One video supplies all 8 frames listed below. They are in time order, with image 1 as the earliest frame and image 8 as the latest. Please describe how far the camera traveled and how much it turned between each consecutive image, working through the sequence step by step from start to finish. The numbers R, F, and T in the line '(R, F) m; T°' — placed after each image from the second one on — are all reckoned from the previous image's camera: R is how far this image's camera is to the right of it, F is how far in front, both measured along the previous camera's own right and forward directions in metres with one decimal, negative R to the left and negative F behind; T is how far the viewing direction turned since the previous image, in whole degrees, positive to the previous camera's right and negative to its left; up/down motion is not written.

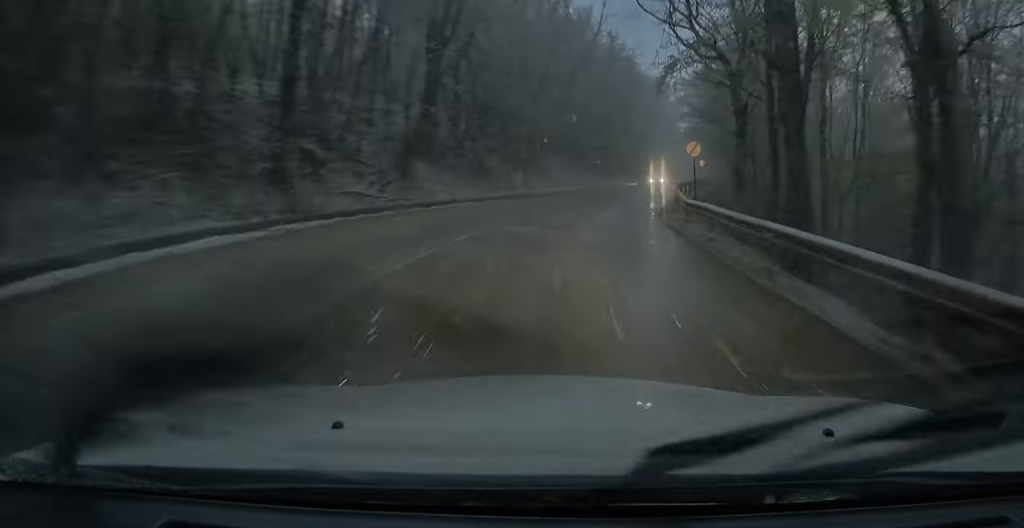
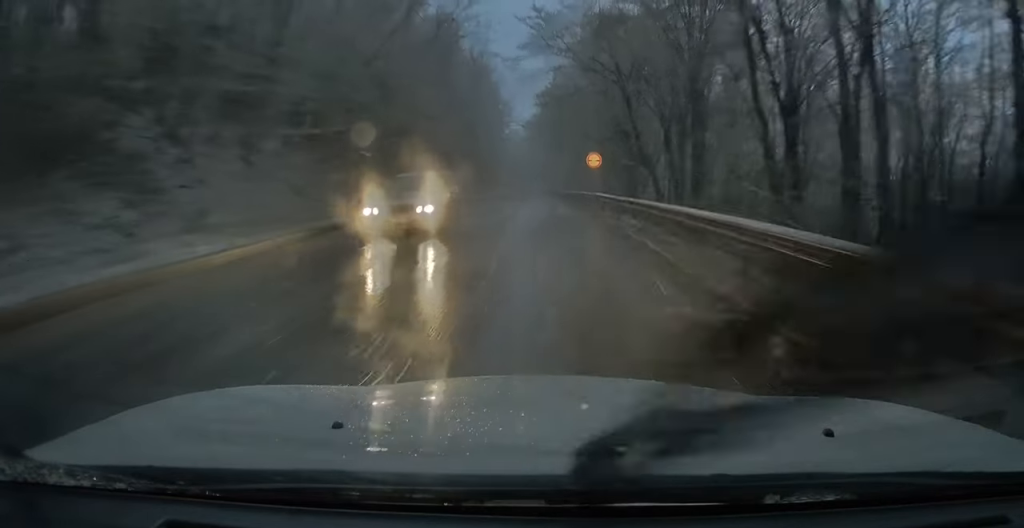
(+4.4, +31.3) m; +12°
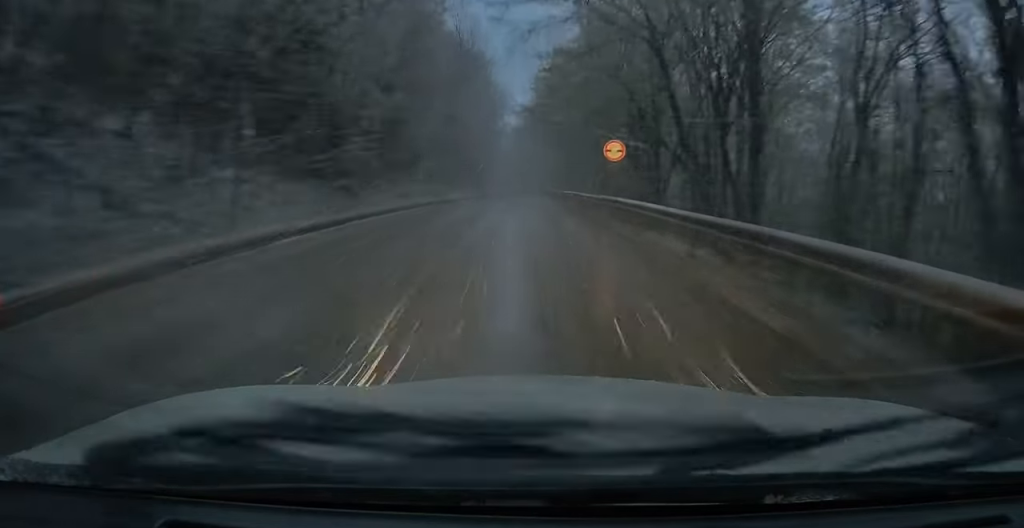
(+0.1, +9.2) m; 0°
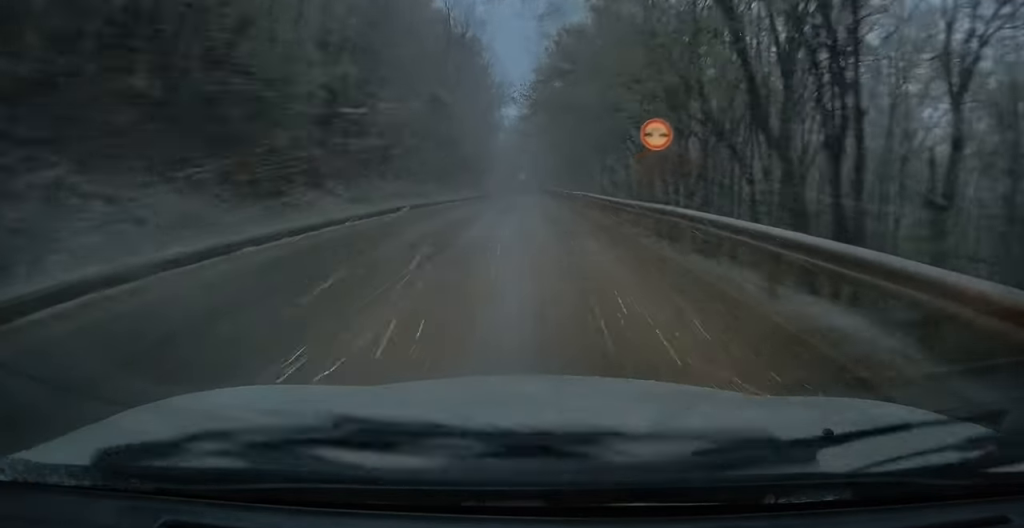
(-0.1, +7.2) m; -1°
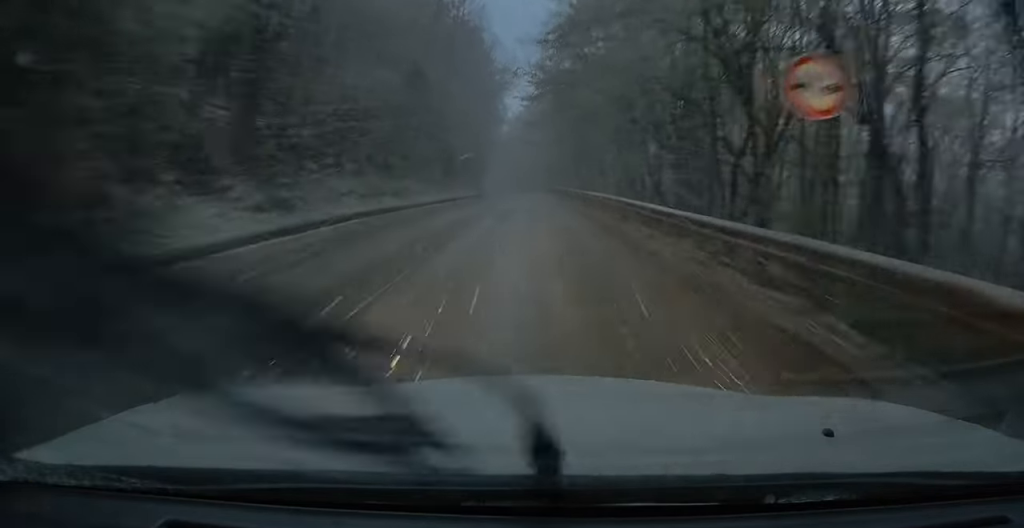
(-0.1, +8.1) m; -1°
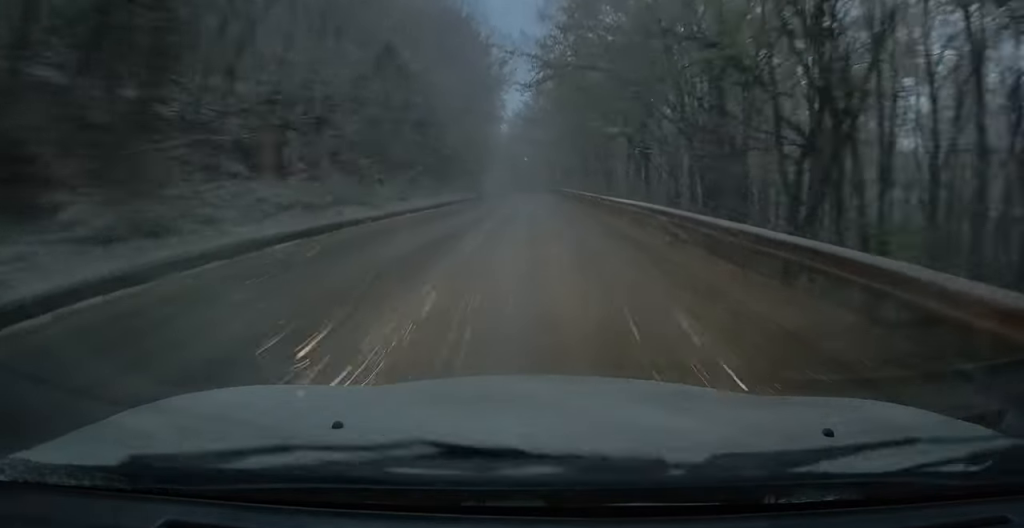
(0.0, +5.7) m; 0°
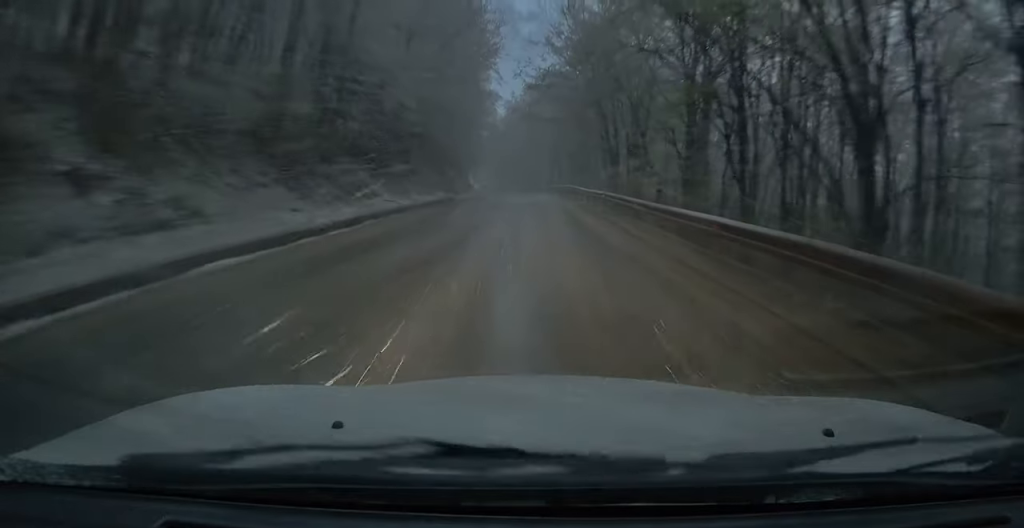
(-0.2, +19.8) m; 0°
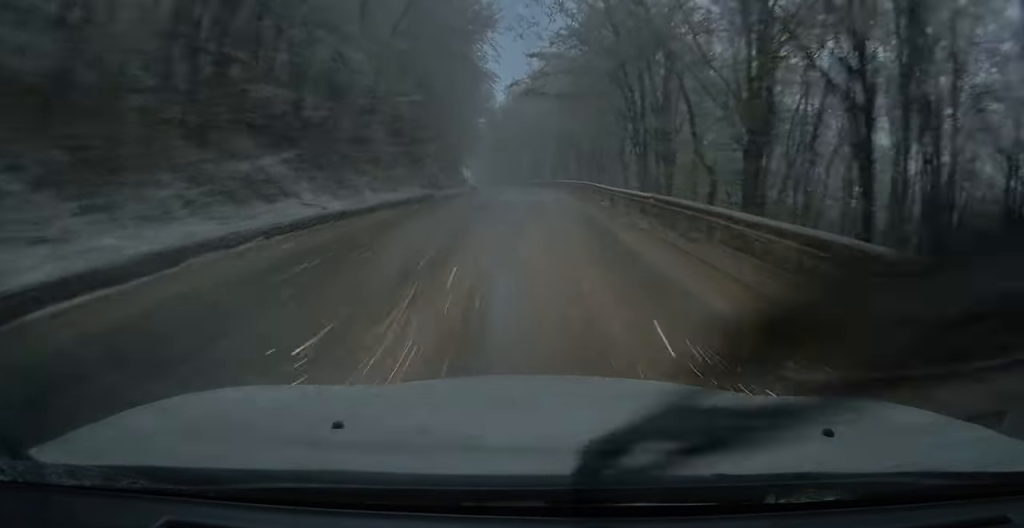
(+0.1, +9.6) m; 0°
